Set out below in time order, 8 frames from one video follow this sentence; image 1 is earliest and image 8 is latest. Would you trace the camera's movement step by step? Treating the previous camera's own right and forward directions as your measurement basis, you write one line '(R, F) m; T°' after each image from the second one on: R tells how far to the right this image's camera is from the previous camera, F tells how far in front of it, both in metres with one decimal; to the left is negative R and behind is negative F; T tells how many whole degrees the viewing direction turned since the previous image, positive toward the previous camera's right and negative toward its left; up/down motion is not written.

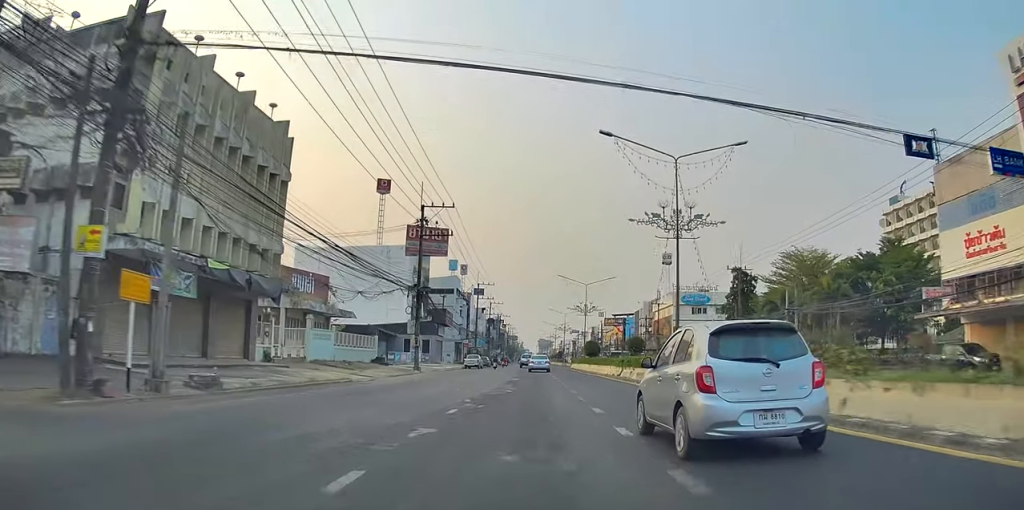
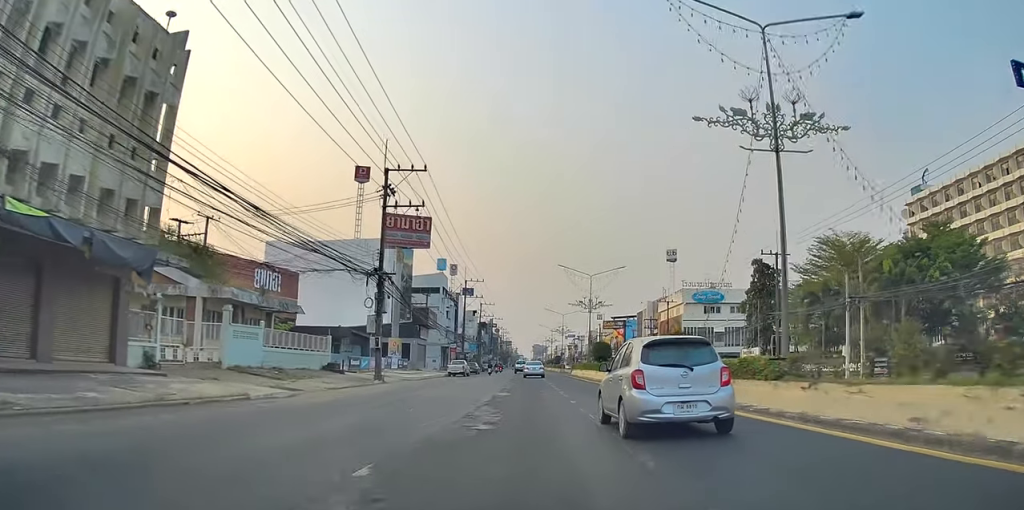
(-0.1, +10.7) m; 0°
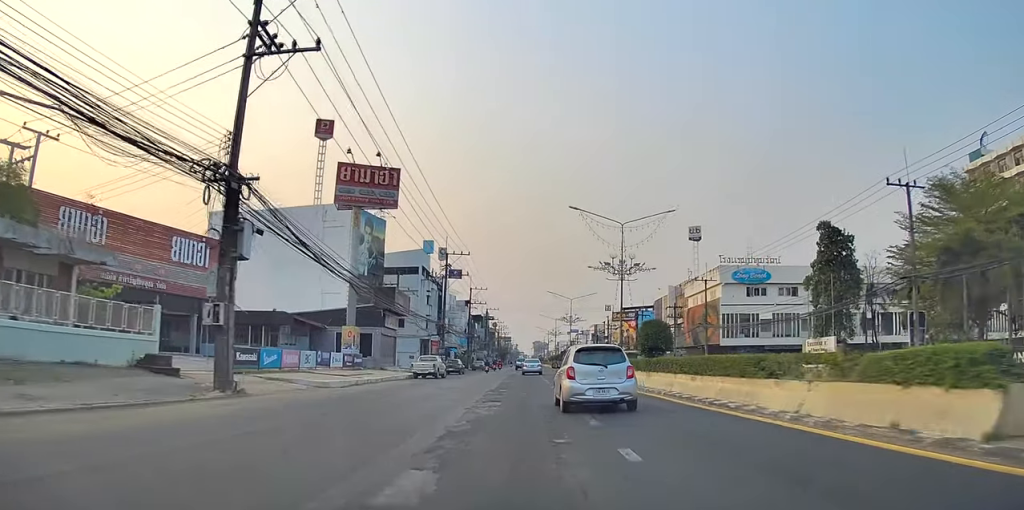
(0.0, +19.5) m; +1°
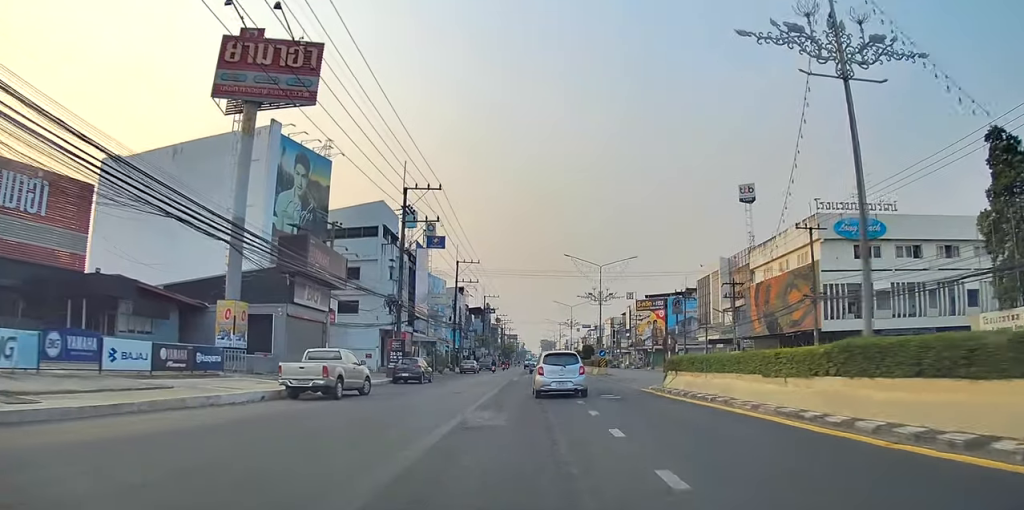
(0.0, +27.1) m; 0°
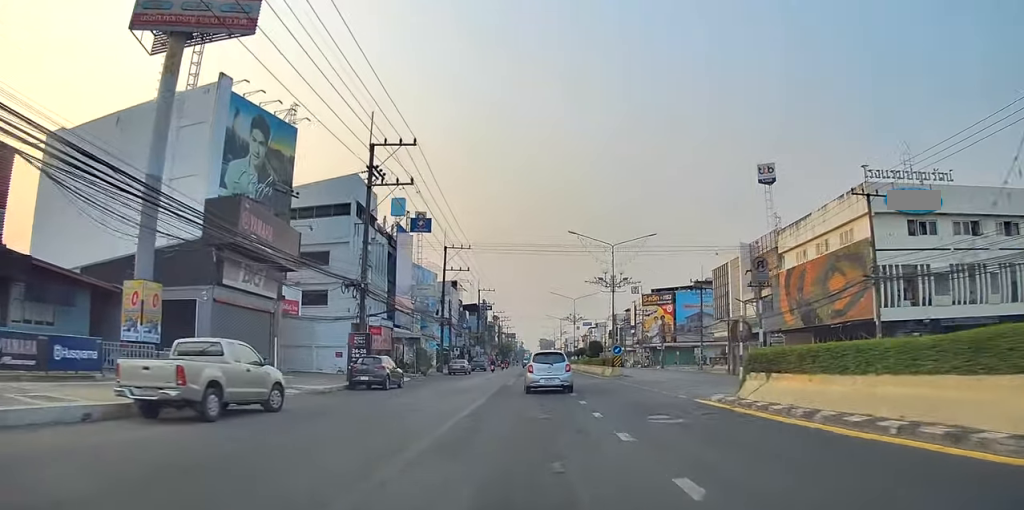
(+0.1, +8.9) m; -2°
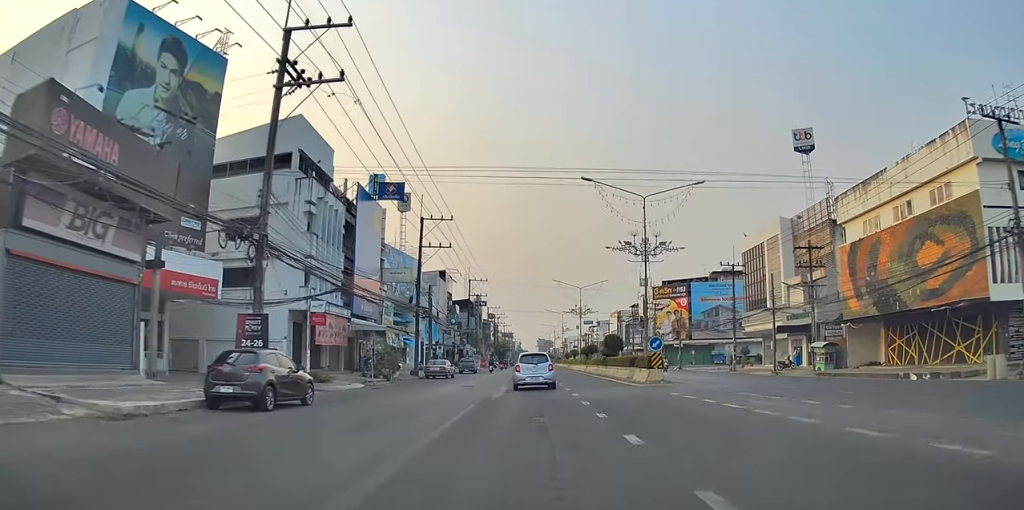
(-0.7, +13.5) m; -1°
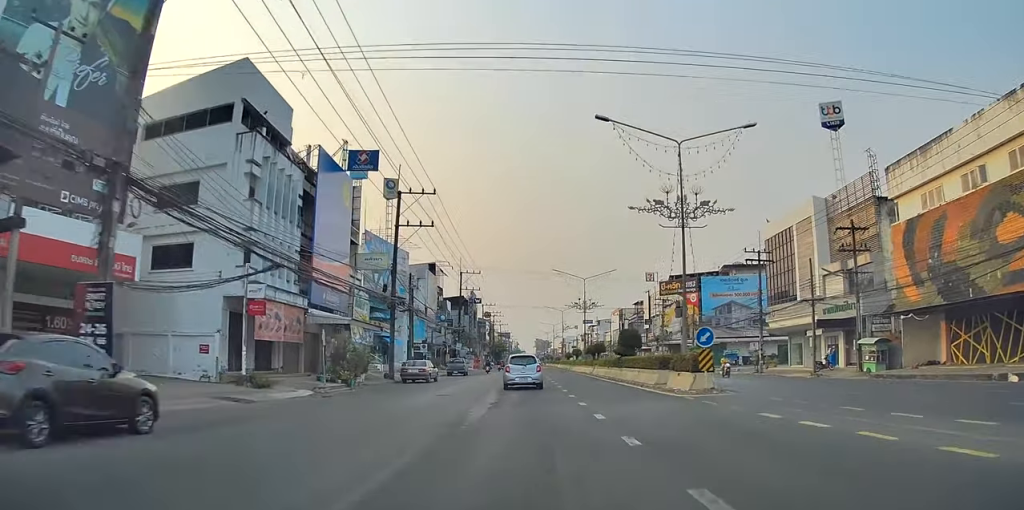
(+0.4, +8.5) m; +2°
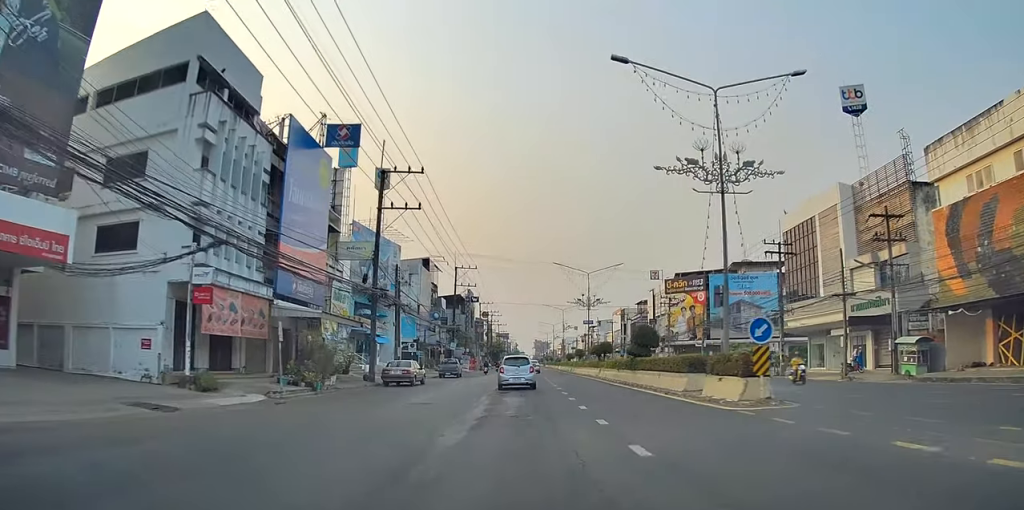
(+0.1, +5.3) m; +2°
